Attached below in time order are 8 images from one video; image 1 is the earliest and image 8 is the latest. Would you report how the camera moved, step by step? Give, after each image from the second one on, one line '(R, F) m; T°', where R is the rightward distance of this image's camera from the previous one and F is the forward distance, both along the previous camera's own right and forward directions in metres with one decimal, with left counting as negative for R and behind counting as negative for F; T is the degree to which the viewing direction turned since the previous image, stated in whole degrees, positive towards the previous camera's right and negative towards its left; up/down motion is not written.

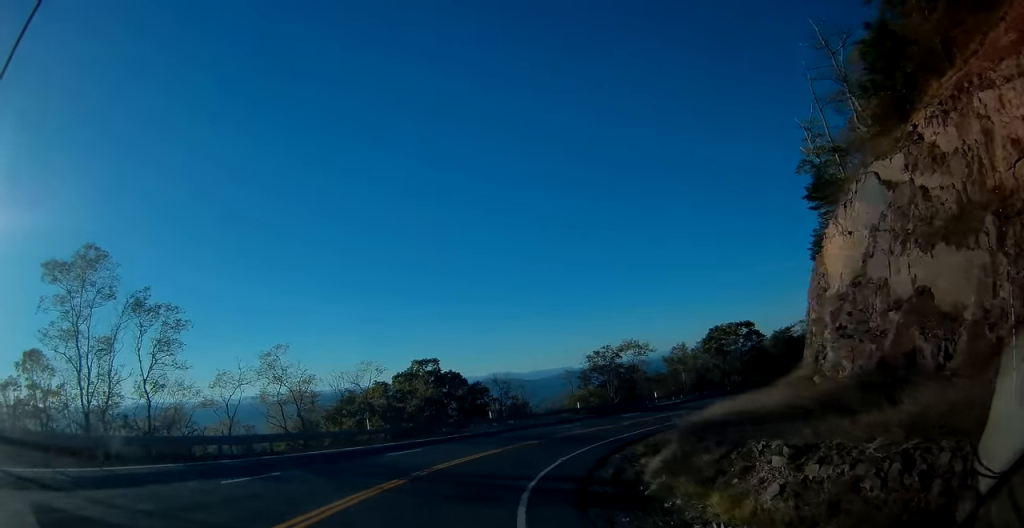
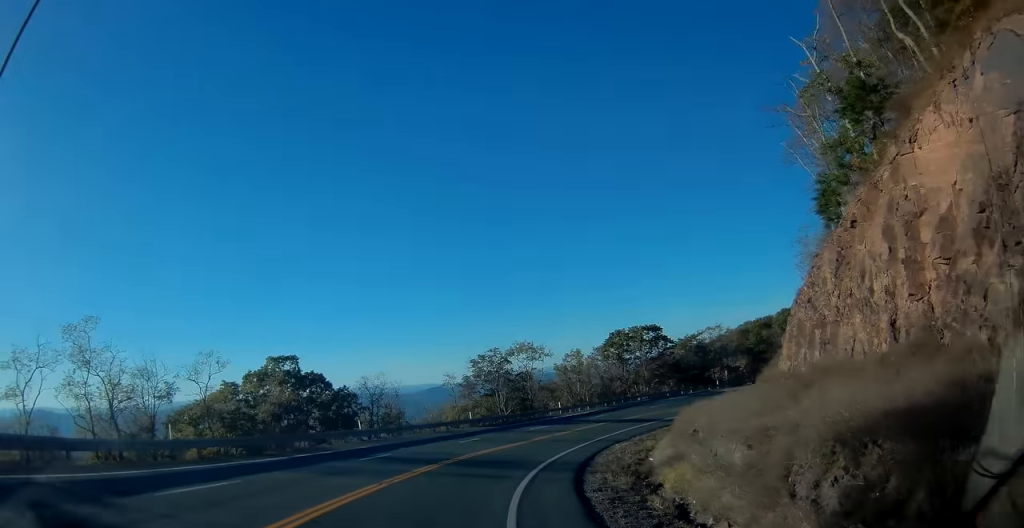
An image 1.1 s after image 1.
(+1.4, +13.1) m; +12°
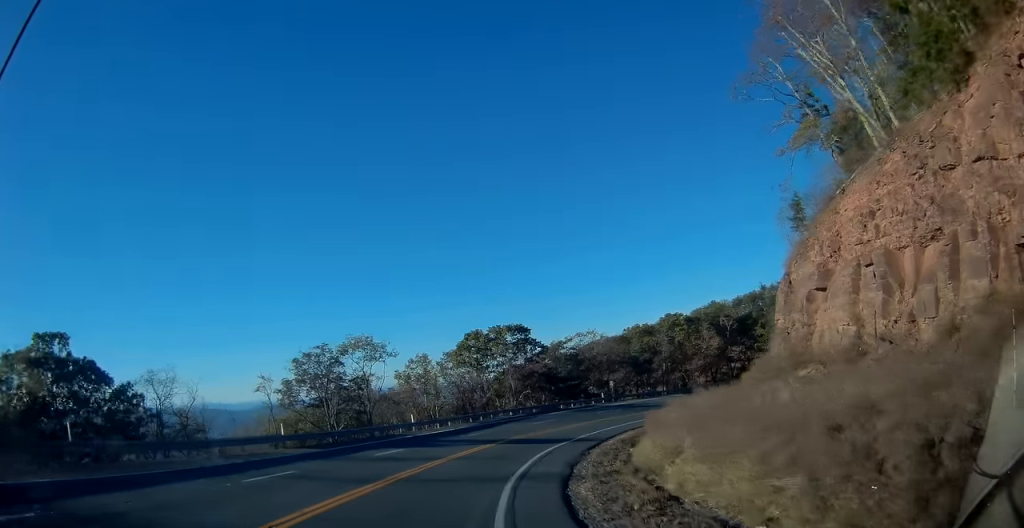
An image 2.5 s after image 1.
(+2.9, +17.9) m; +18°
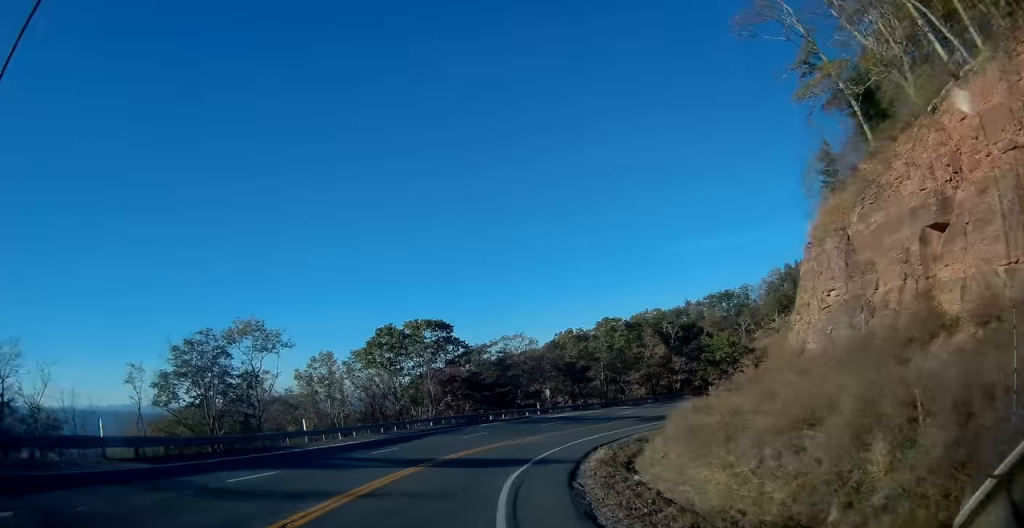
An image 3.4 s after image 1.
(+1.1, +11.4) m; +11°
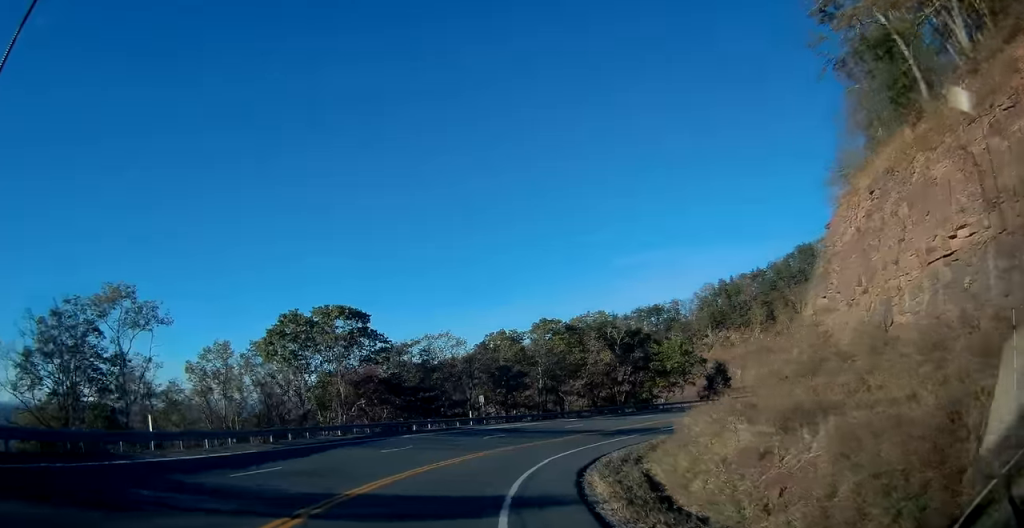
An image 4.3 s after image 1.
(+0.7, +10.9) m; +9°
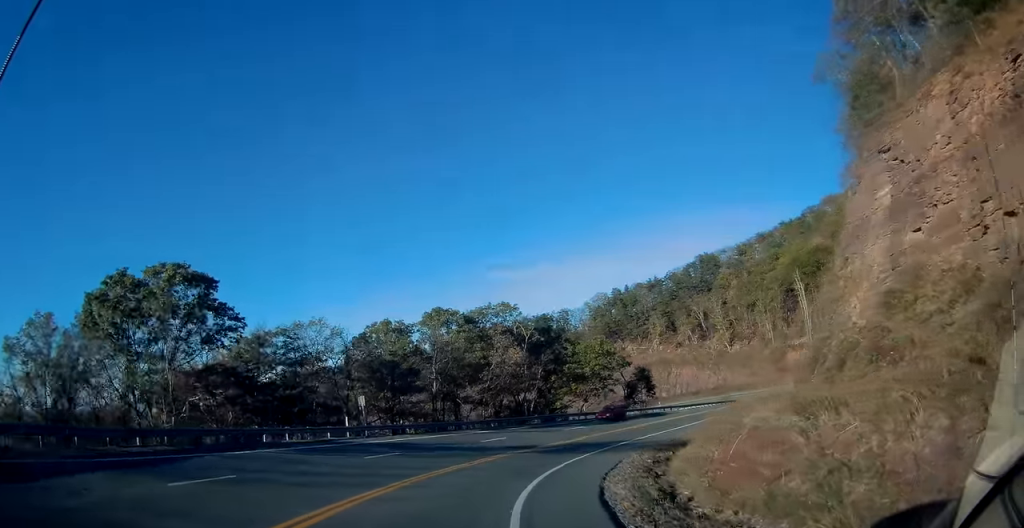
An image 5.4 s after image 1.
(+1.5, +14.6) m; +11°
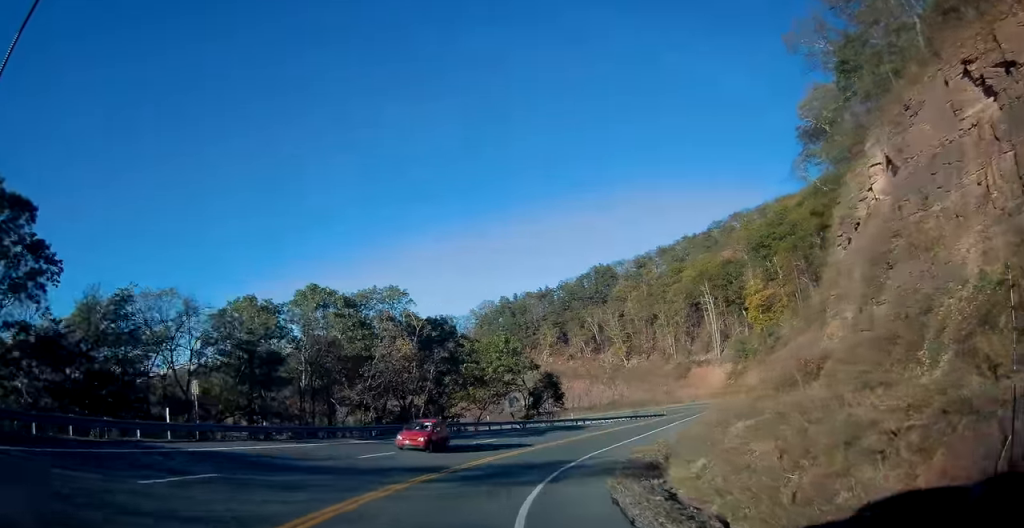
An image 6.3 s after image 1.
(+0.8, +12.0) m; +11°
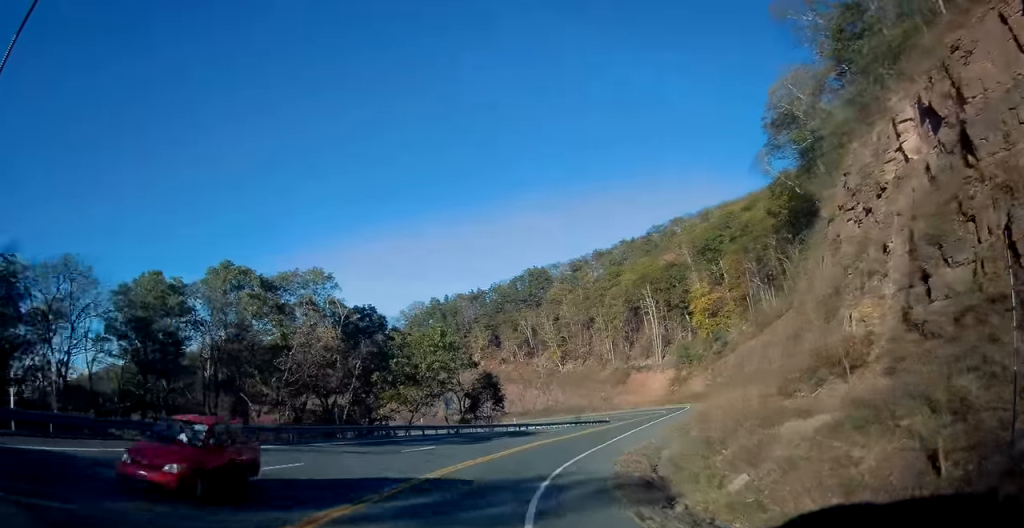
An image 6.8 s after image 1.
(+0.8, +7.1) m; +7°
